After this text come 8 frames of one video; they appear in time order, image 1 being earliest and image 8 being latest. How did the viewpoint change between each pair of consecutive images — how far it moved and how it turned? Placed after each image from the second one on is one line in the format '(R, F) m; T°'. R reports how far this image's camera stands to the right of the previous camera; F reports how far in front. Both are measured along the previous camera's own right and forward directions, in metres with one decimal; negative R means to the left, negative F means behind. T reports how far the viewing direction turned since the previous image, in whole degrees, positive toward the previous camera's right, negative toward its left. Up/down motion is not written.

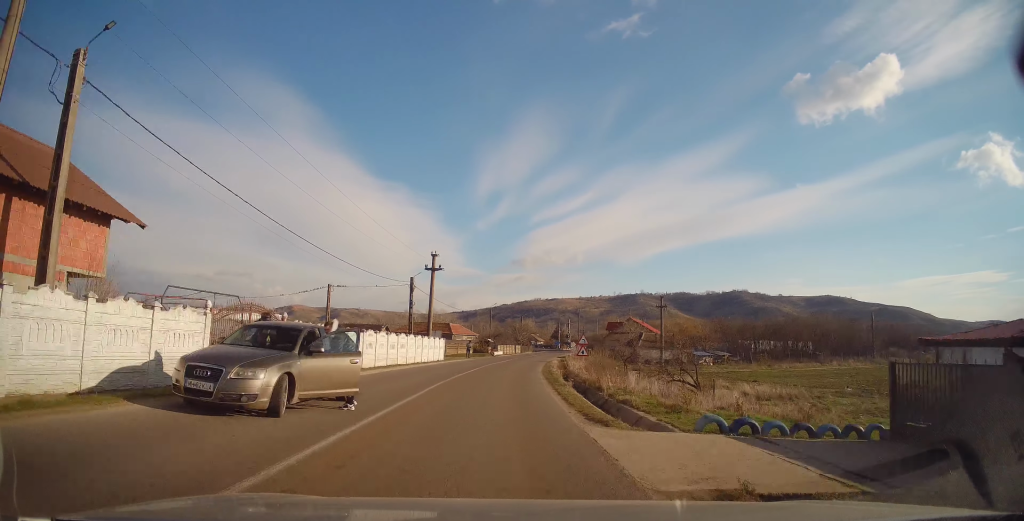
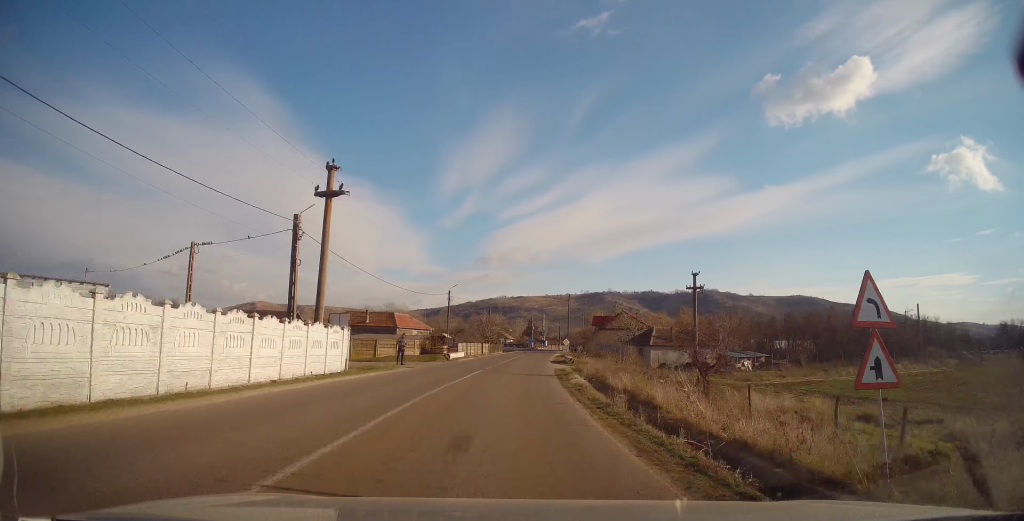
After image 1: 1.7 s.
(+1.0, +24.2) m; +4°
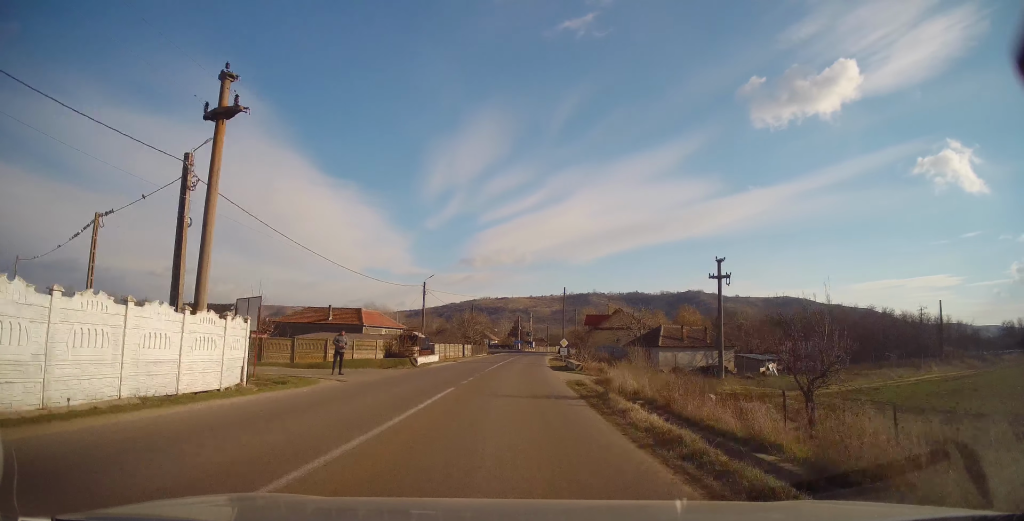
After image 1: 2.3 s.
(+0.1, +9.1) m; +2°
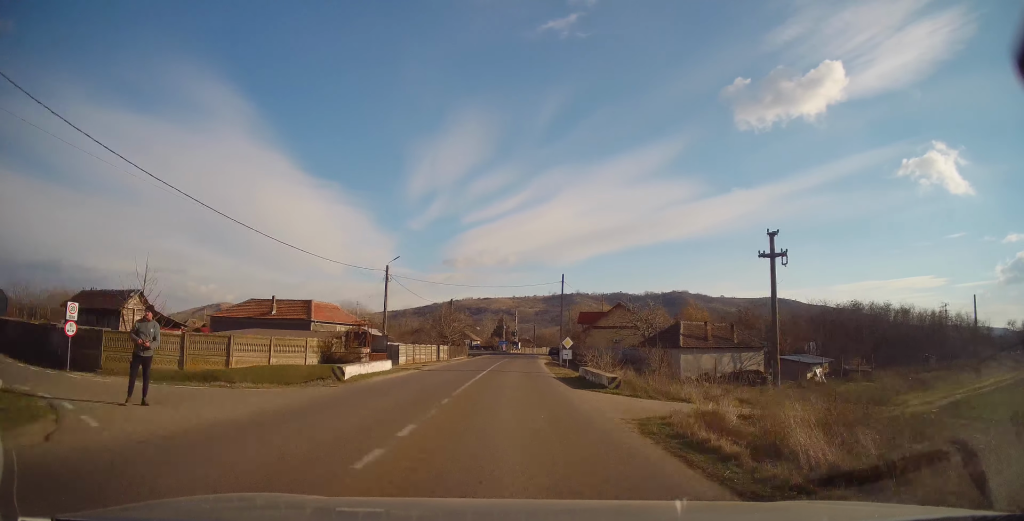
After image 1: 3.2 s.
(+0.1, +11.6) m; +2°
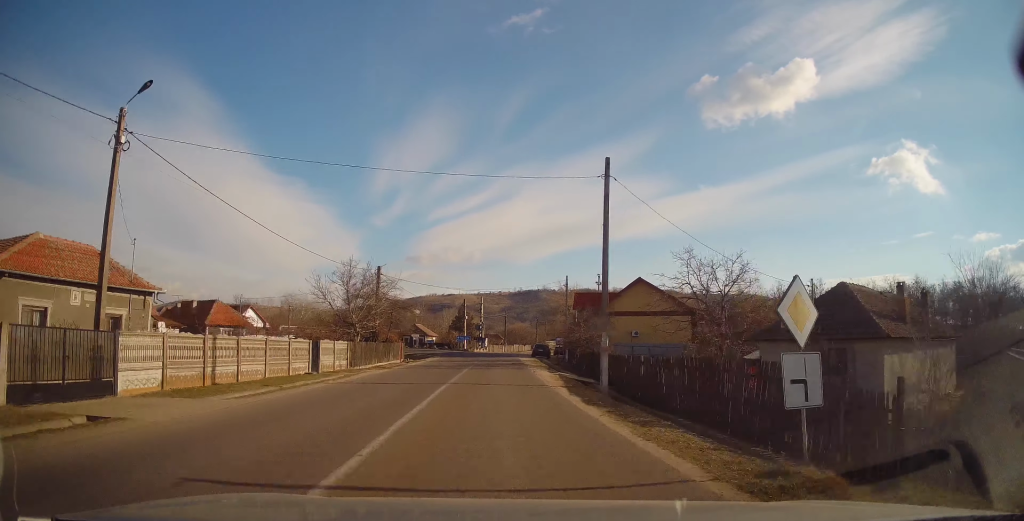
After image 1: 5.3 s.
(+1.5, +29.3) m; +4°
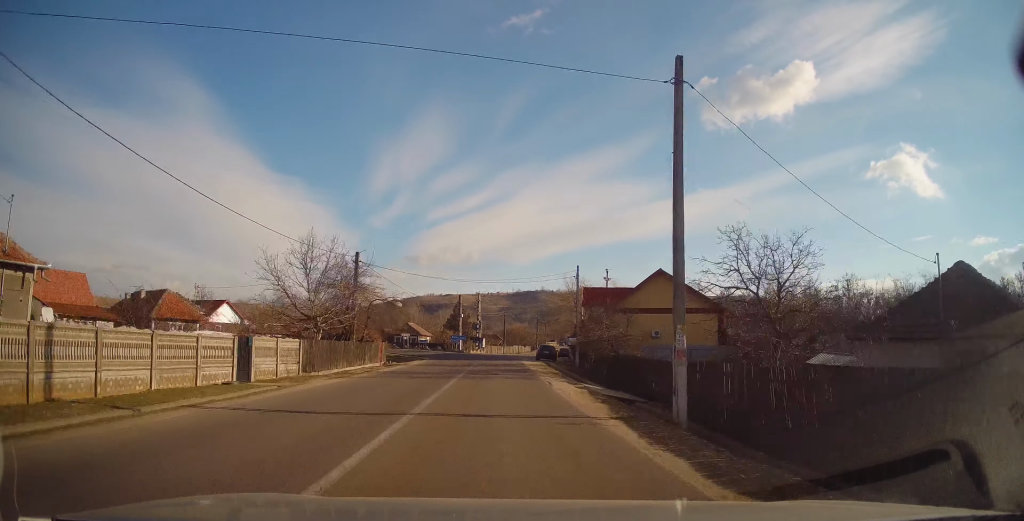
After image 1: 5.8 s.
(0.0, +7.1) m; 0°
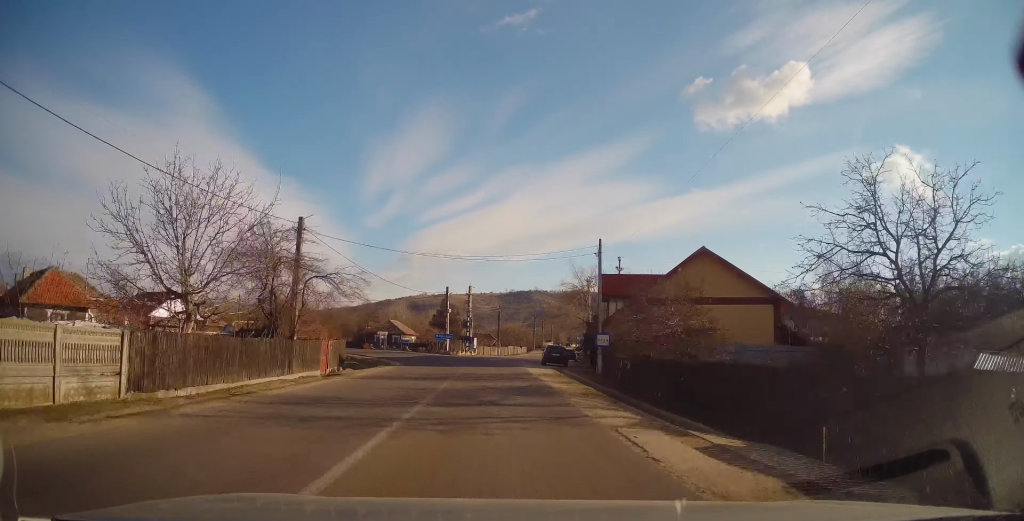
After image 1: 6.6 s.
(0.0, +11.0) m; +1°
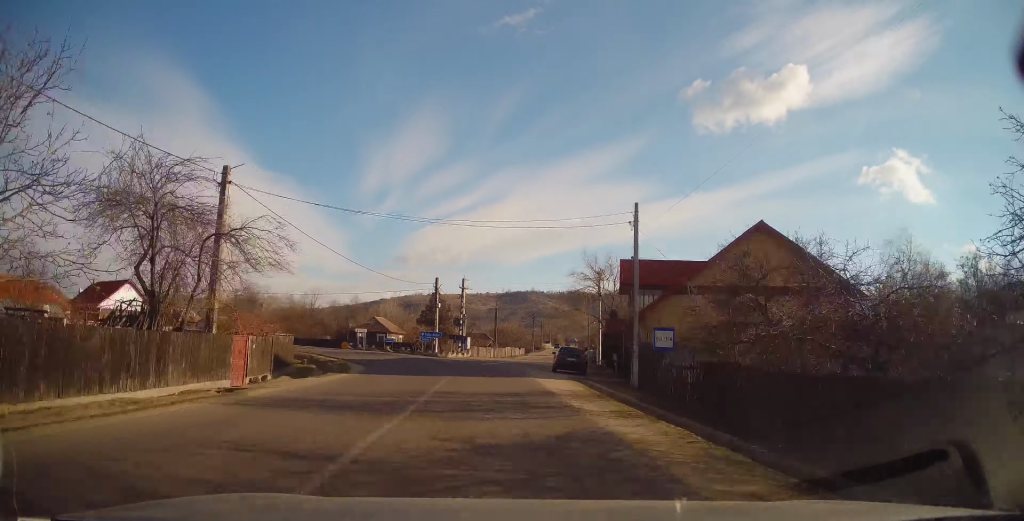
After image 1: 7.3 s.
(+0.1, +8.3) m; +1°
